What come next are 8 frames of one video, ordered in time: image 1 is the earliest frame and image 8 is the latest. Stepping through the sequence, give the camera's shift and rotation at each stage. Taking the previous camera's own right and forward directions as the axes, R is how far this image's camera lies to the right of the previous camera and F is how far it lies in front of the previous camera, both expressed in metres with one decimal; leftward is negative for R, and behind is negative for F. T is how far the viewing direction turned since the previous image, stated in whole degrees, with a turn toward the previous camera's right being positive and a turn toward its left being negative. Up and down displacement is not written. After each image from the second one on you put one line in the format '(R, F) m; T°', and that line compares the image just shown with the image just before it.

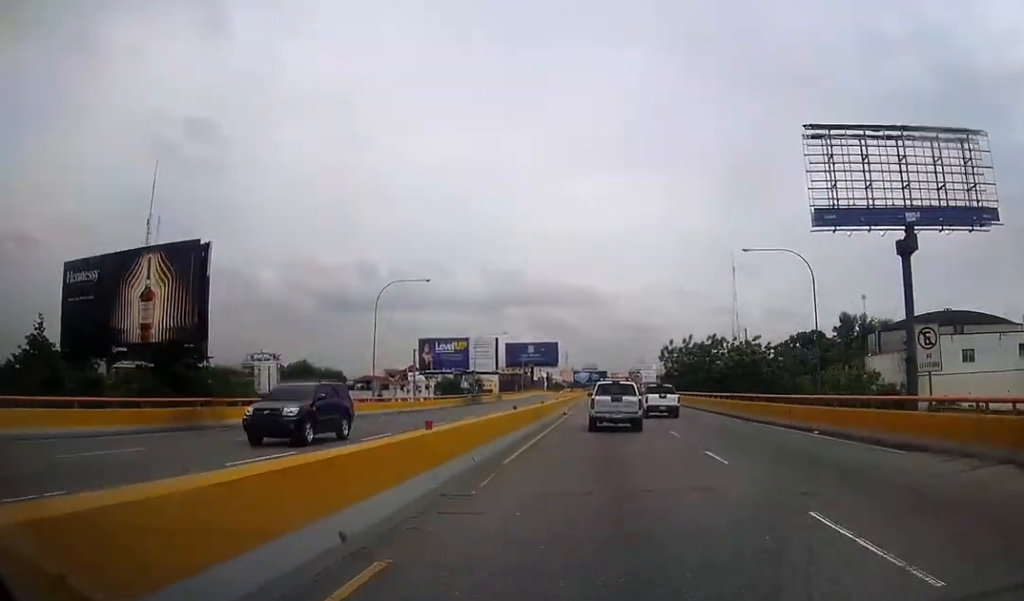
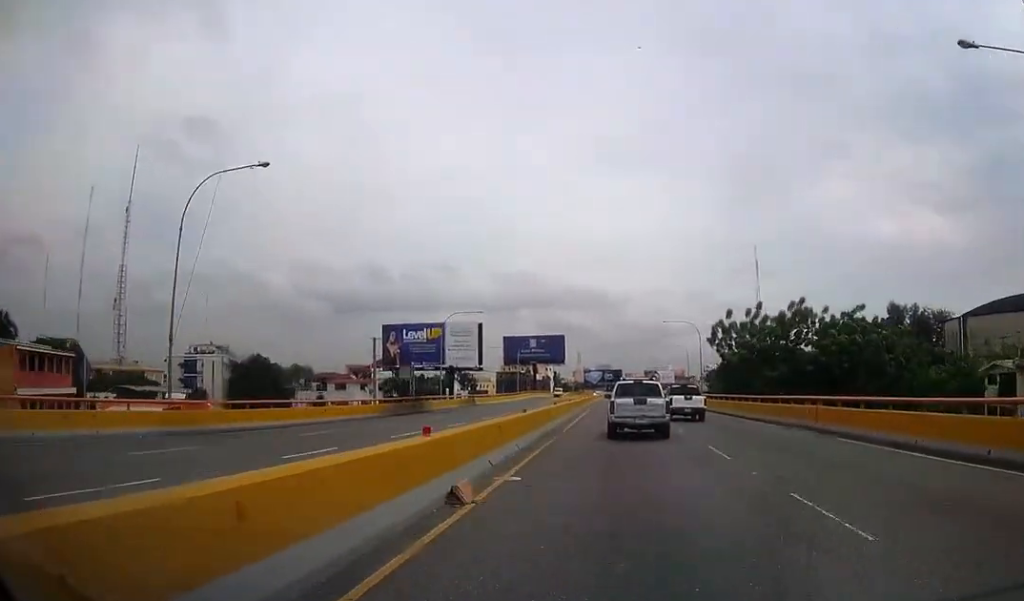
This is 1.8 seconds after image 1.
(+0.1, +32.2) m; 0°
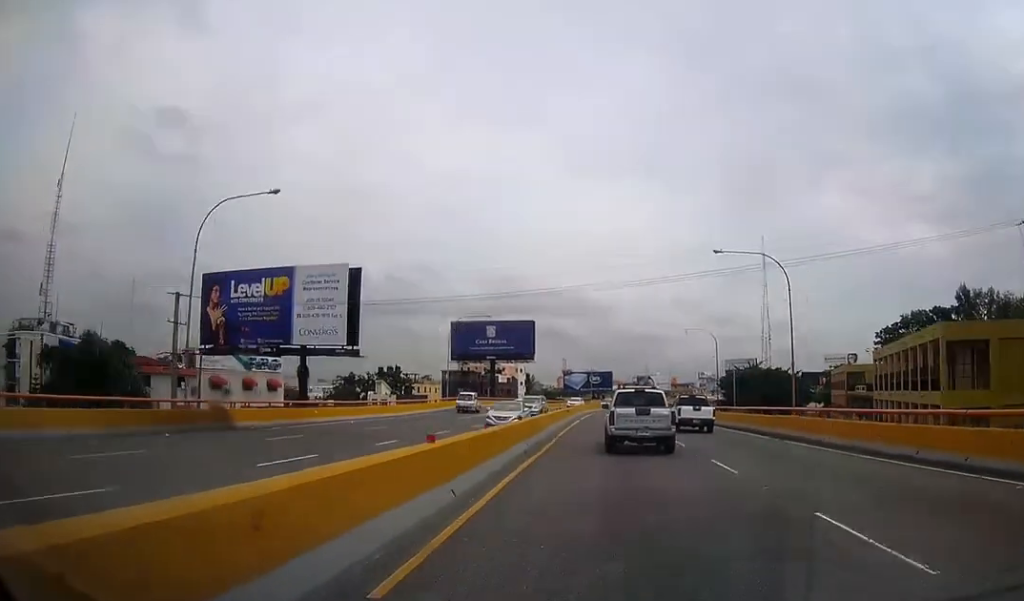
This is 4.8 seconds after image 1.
(-0.1, +51.5) m; +1°
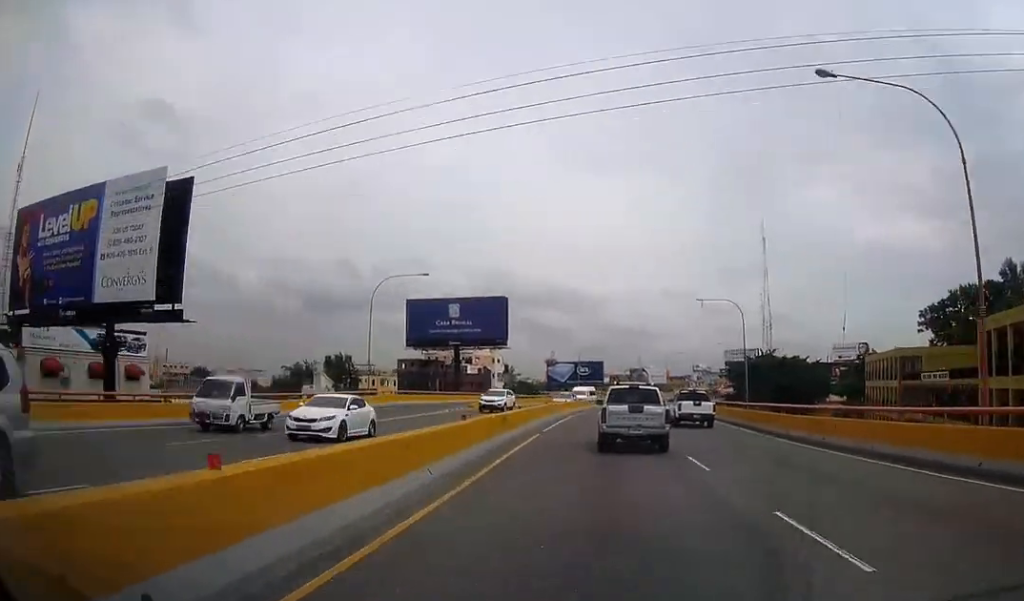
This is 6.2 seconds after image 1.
(-0.1, +23.9) m; +1°
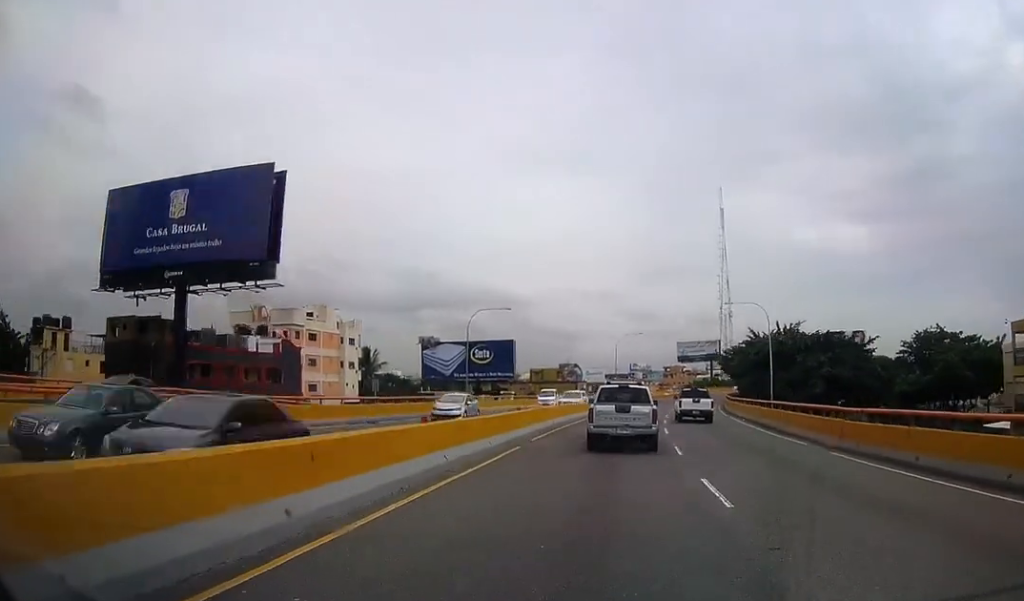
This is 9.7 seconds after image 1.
(+2.6, +60.2) m; +6°
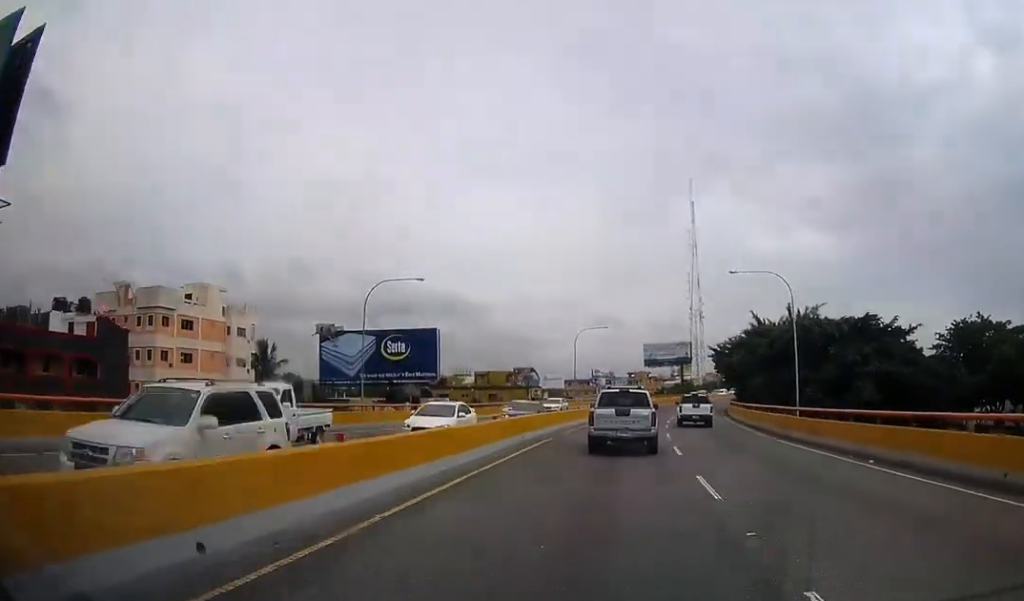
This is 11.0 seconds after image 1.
(-0.4, +22.9) m; +3°
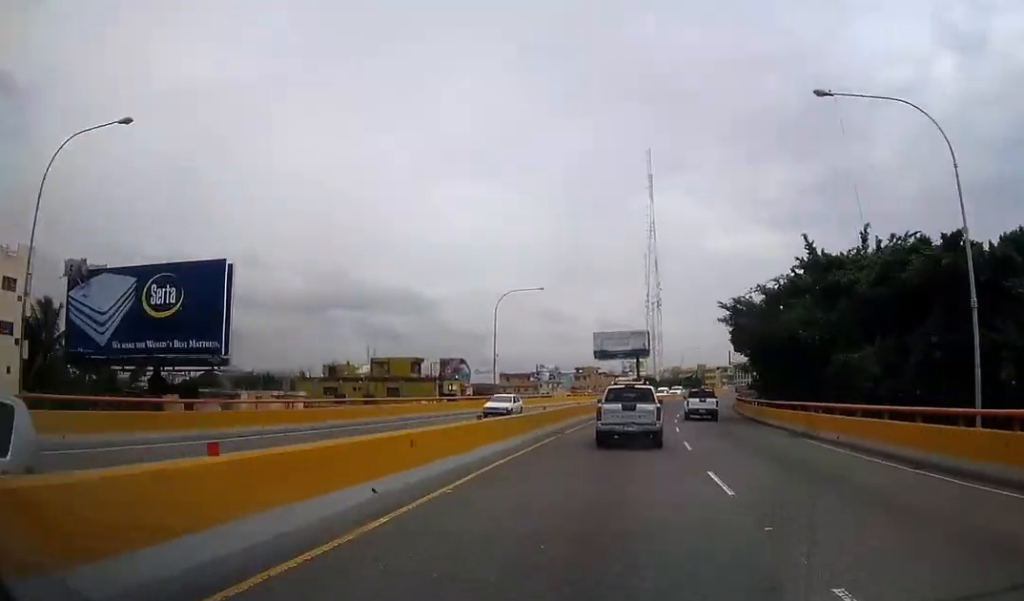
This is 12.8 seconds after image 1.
(+2.1, +32.3) m; +5°
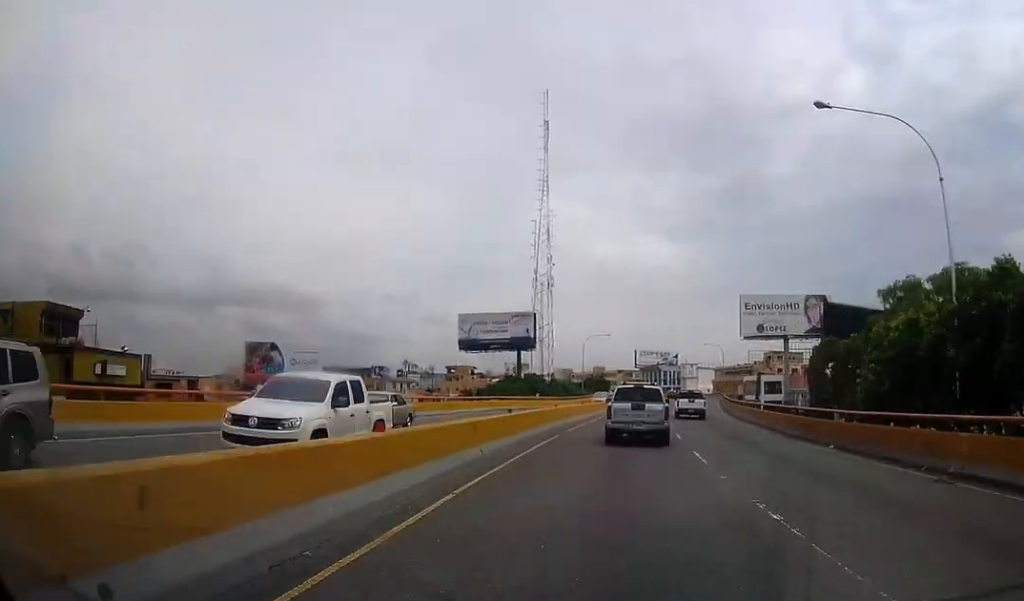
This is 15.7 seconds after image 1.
(+3.1, +53.4) m; +8°
